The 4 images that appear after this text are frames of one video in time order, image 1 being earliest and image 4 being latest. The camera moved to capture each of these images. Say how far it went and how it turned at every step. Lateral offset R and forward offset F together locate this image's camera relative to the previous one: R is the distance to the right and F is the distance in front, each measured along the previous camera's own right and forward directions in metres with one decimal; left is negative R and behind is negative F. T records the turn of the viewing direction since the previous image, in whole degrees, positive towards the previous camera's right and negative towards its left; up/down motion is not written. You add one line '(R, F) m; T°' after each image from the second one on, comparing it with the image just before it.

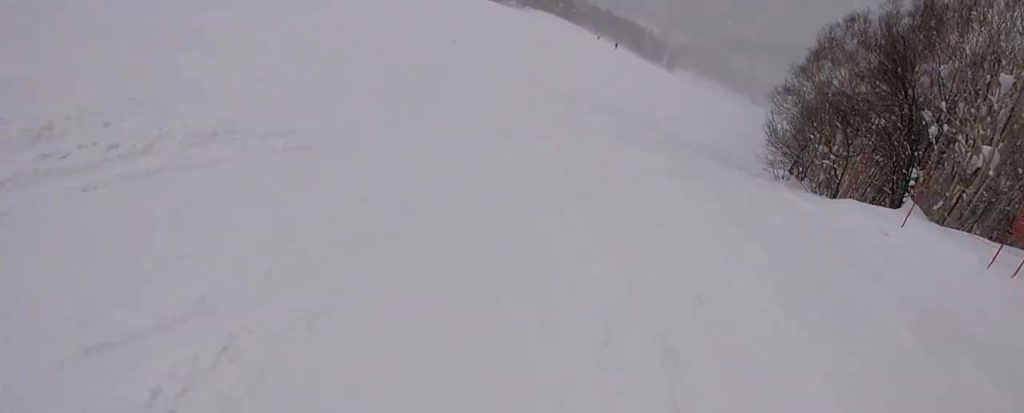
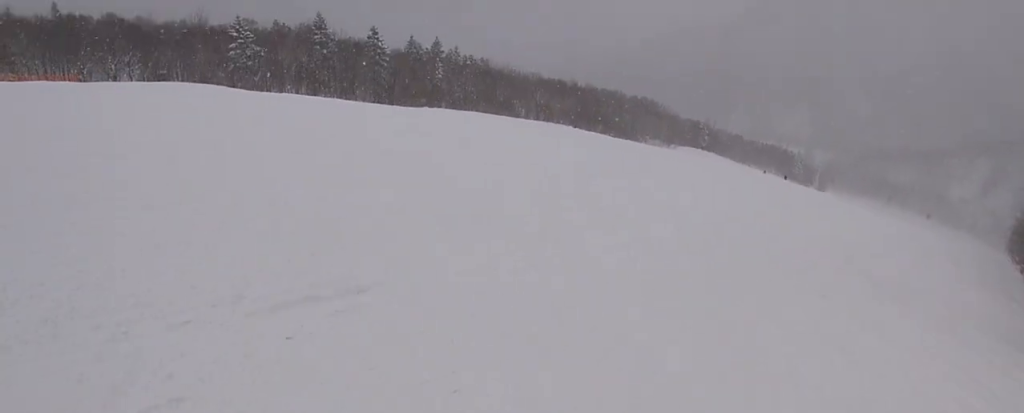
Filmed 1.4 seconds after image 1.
(+0.3, +15.5) m; +11°
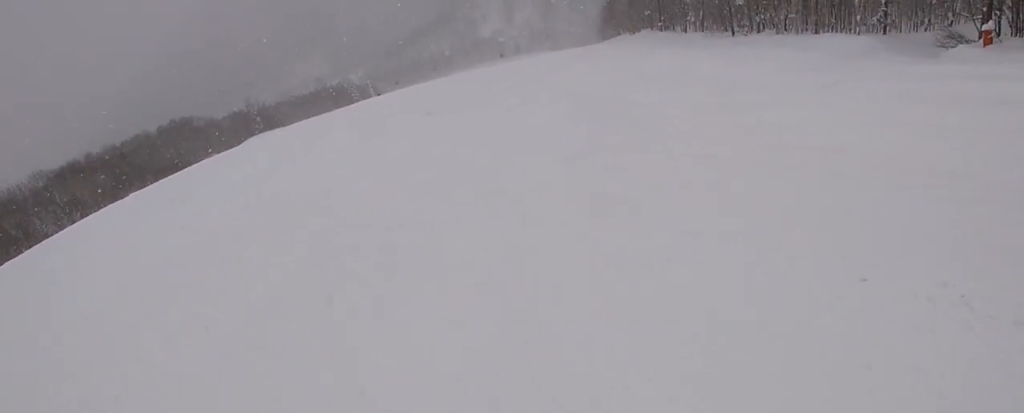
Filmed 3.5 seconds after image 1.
(+6.6, +21.4) m; +41°
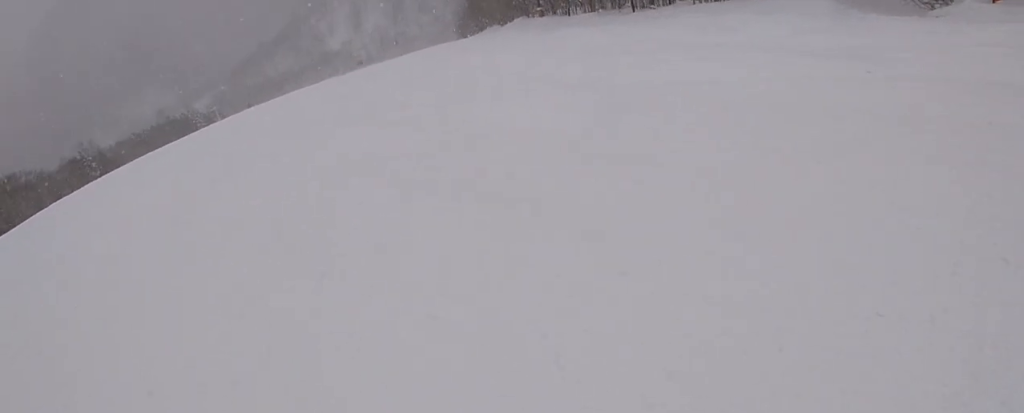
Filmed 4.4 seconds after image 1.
(+2.4, +10.0) m; +18°
